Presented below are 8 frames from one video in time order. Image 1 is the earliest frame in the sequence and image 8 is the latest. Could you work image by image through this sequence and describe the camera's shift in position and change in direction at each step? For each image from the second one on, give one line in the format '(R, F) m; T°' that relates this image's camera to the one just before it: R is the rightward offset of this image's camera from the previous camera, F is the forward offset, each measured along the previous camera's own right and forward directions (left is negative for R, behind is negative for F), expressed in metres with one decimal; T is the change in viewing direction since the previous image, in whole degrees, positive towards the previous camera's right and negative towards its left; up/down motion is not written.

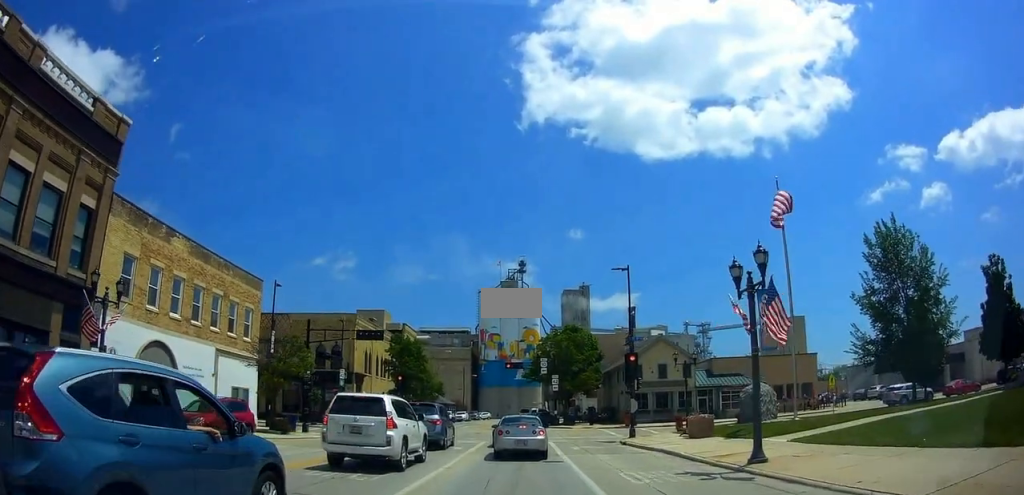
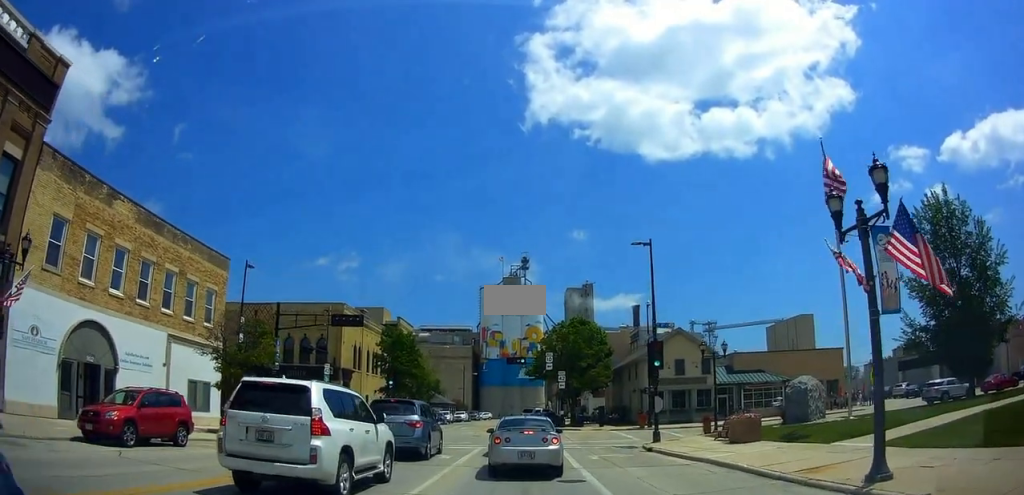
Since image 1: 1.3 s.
(0.0, +5.4) m; 0°
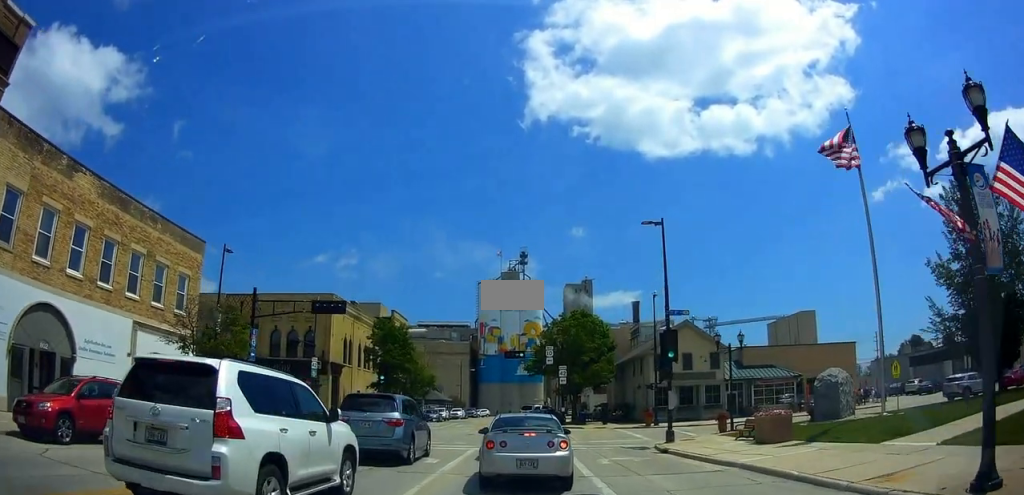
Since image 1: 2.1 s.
(0.0, +3.1) m; 0°
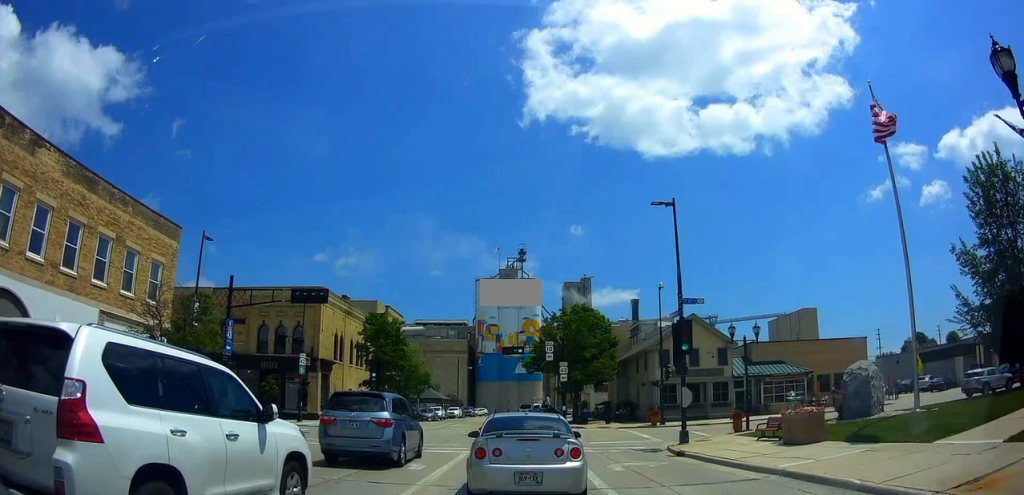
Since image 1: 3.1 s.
(0.0, +3.0) m; 0°
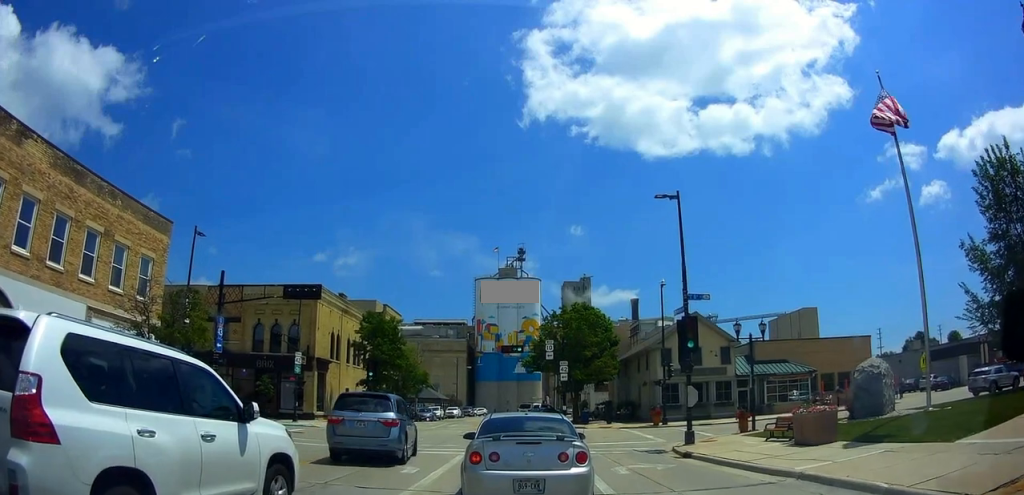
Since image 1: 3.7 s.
(0.0, +1.1) m; 0°
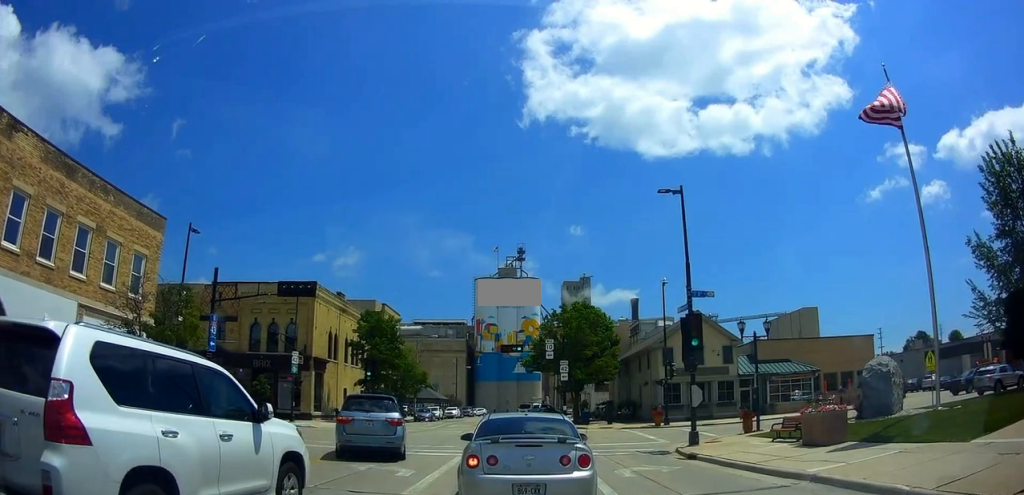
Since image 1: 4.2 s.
(0.0, +1.0) m; 0°
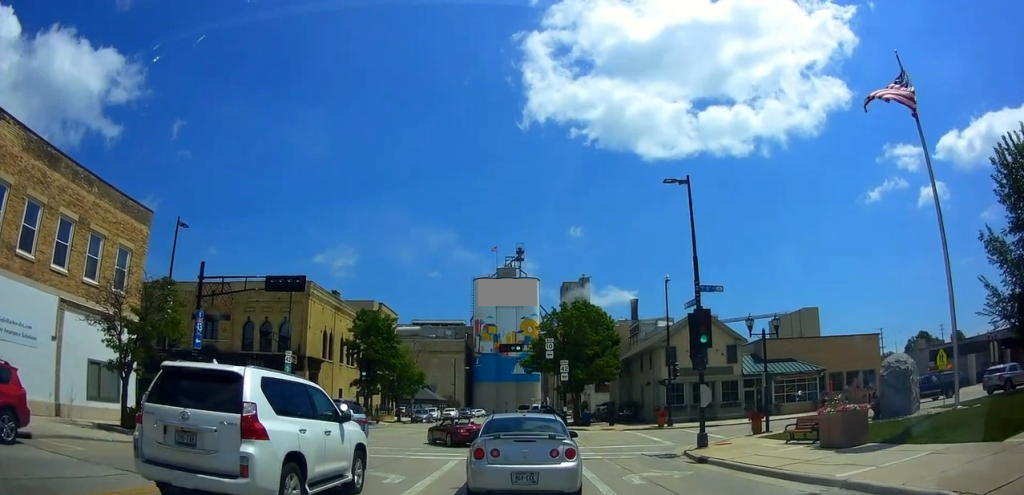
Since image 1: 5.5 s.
(0.0, +1.3) m; 0°
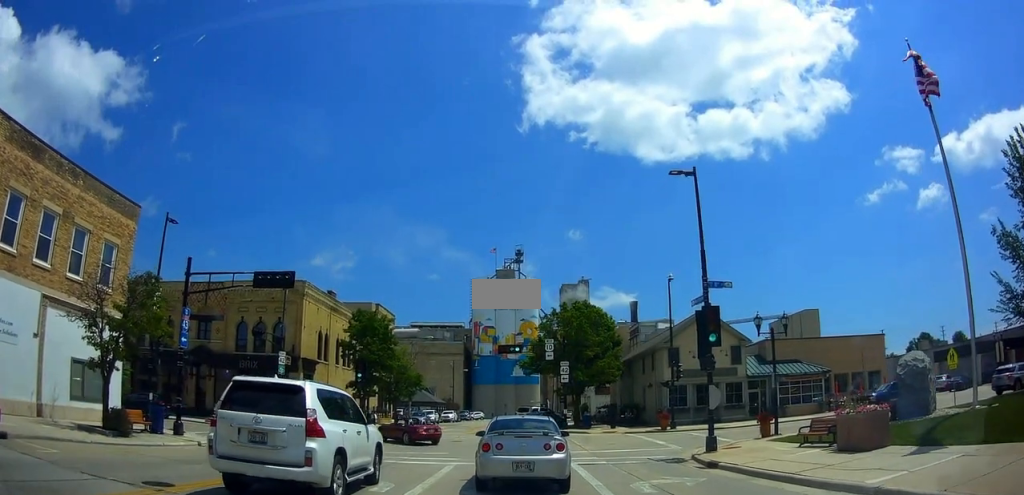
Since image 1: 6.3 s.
(0.0, +0.7) m; 0°
